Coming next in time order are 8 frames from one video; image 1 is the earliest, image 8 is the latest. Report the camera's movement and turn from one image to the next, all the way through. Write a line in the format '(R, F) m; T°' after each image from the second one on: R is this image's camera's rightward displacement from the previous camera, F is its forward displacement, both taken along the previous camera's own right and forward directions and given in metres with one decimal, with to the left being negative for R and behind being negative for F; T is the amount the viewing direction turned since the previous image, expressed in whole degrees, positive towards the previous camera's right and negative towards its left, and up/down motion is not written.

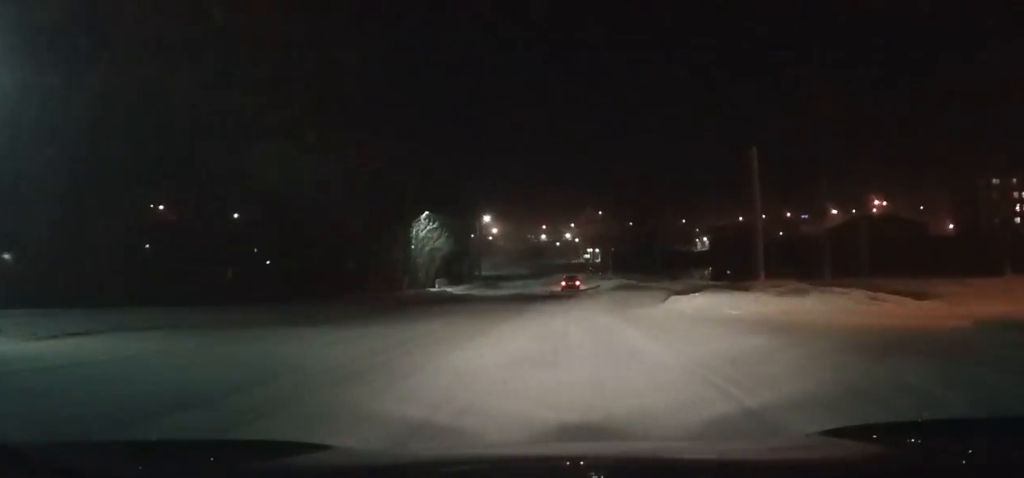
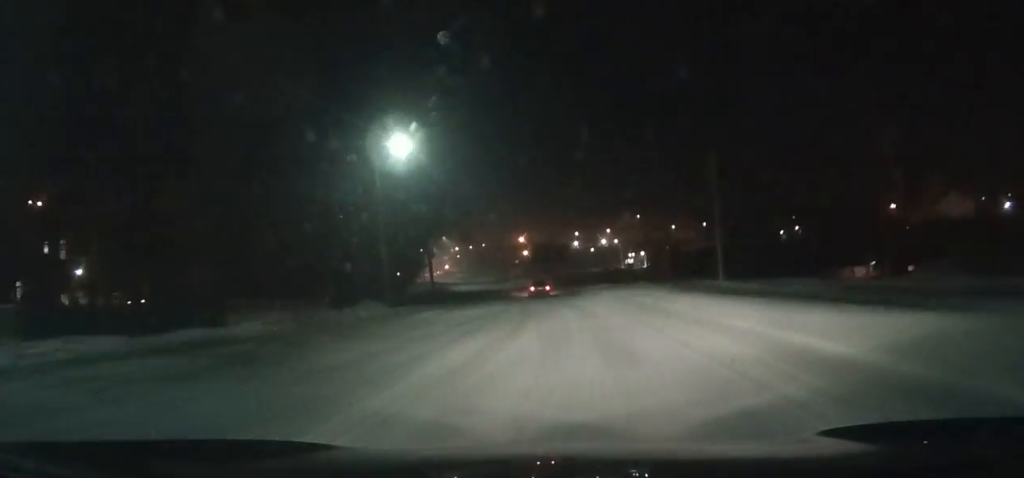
(-1.6, +53.5) m; -5°
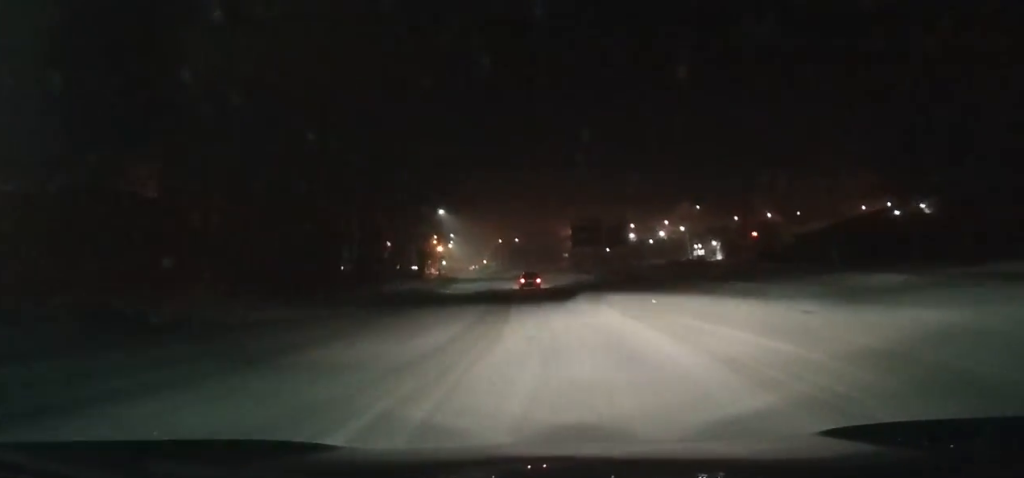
(-0.9, +32.1) m; -4°
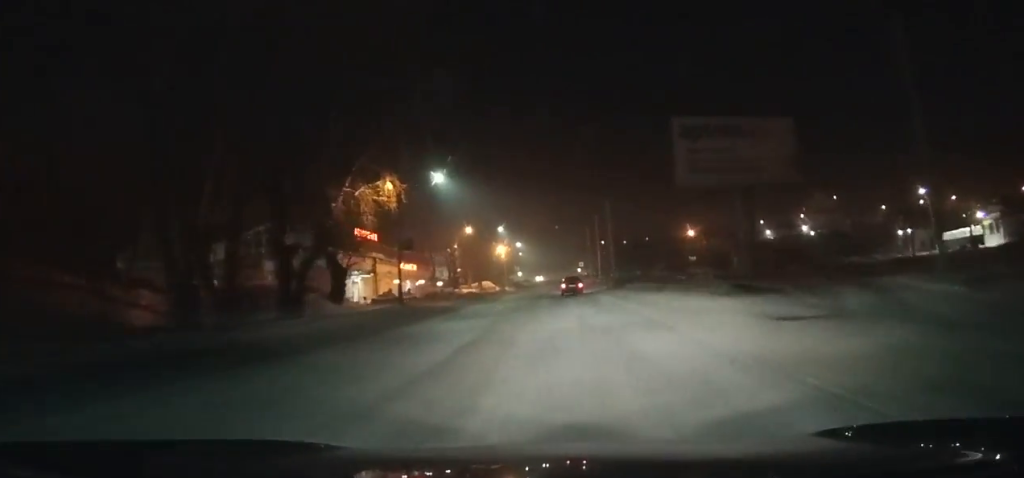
(-7.3, +71.9) m; -10°
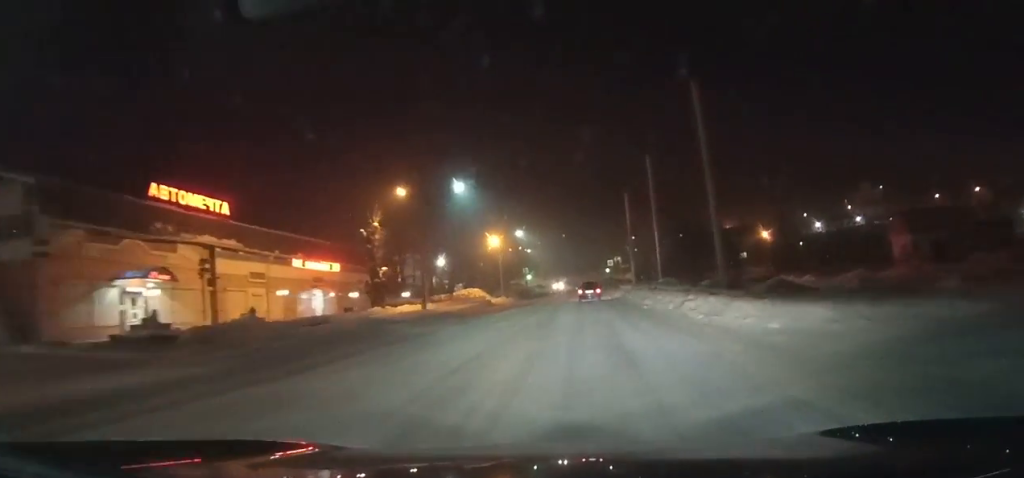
(-0.6, +34.5) m; -1°
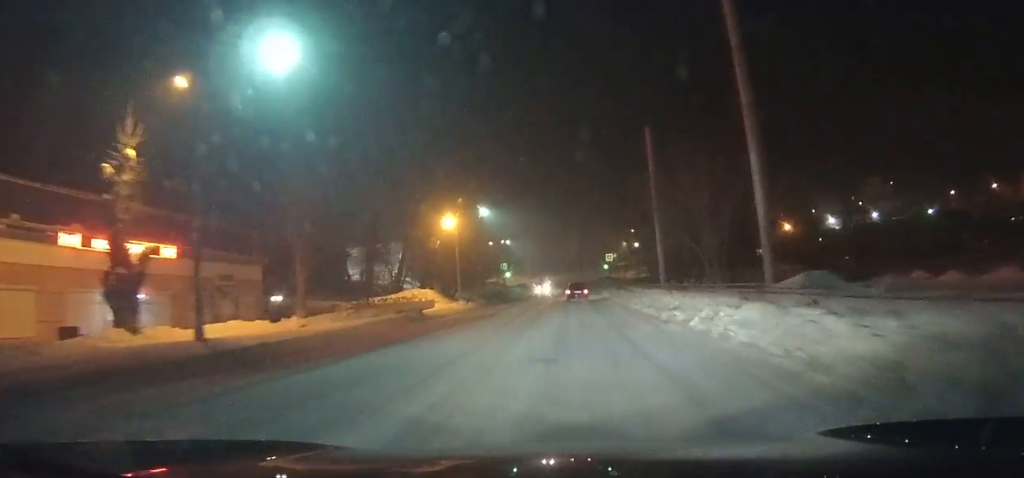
(+0.1, +23.1) m; 0°
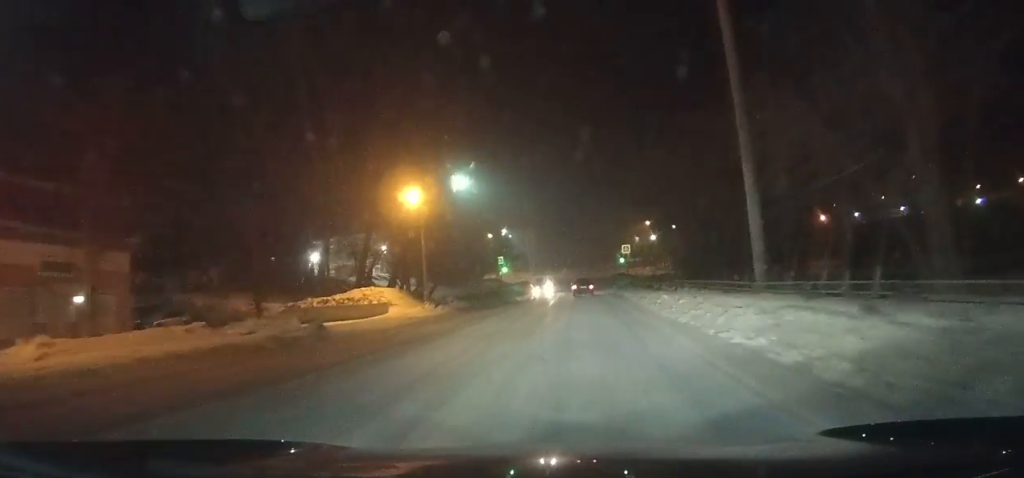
(-0.1, +16.3) m; 0°
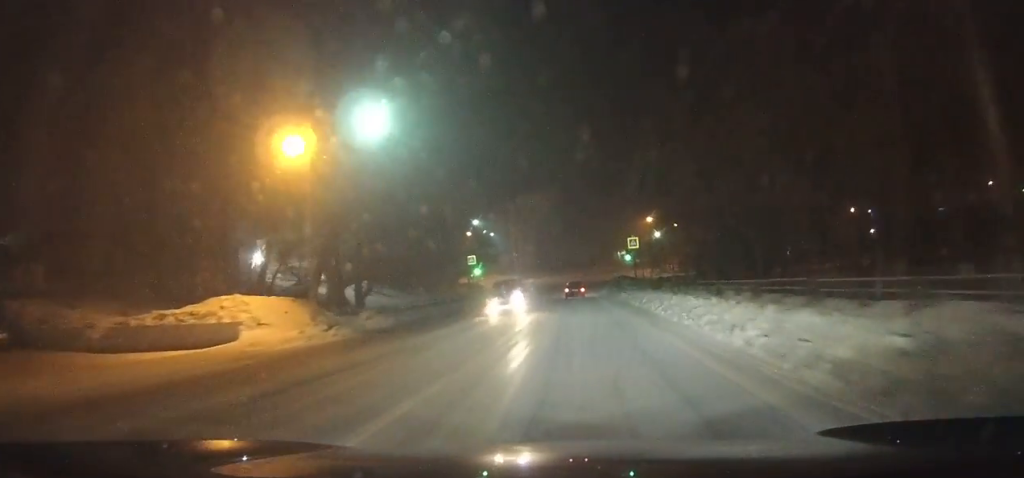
(-0.2, +17.3) m; 0°
